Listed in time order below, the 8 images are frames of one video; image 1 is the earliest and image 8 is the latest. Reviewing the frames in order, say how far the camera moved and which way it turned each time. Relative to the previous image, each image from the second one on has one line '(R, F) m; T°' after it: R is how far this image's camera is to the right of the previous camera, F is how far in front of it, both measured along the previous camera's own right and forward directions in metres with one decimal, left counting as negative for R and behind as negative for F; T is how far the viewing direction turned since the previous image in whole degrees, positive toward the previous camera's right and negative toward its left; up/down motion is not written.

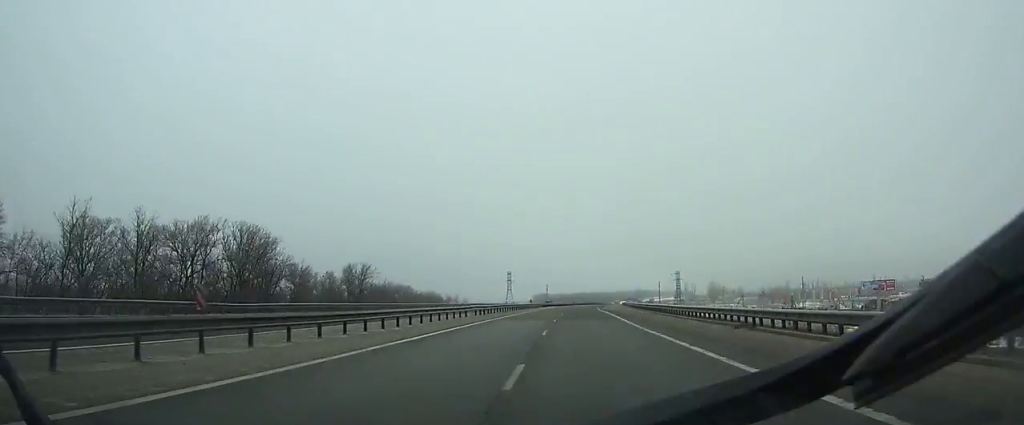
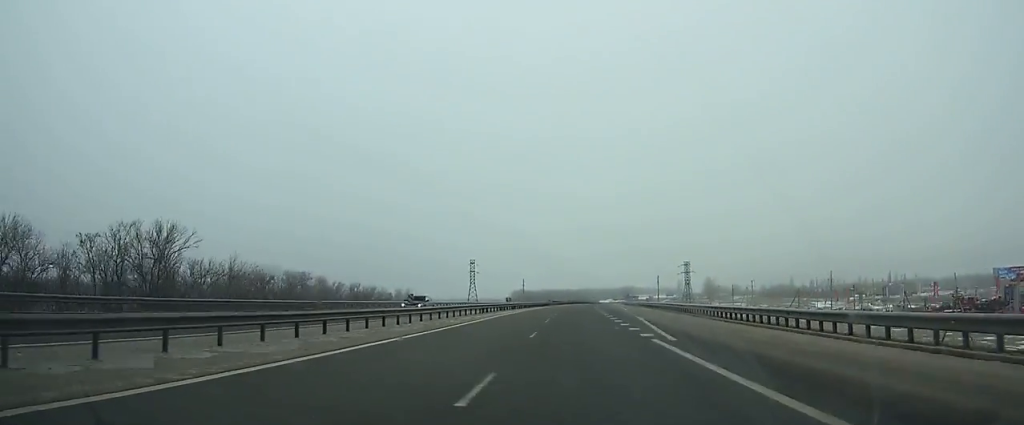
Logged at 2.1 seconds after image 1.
(+0.8, +60.7) m; +2°
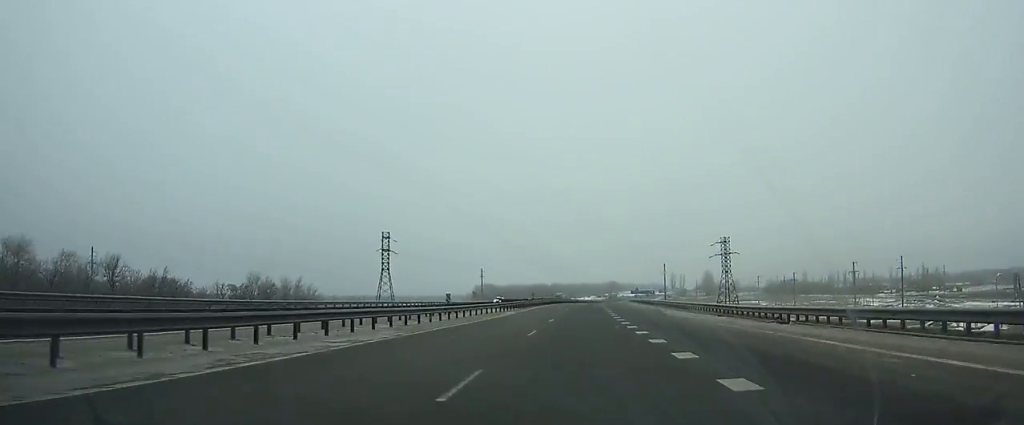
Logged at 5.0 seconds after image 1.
(+1.6, +83.7) m; +2°
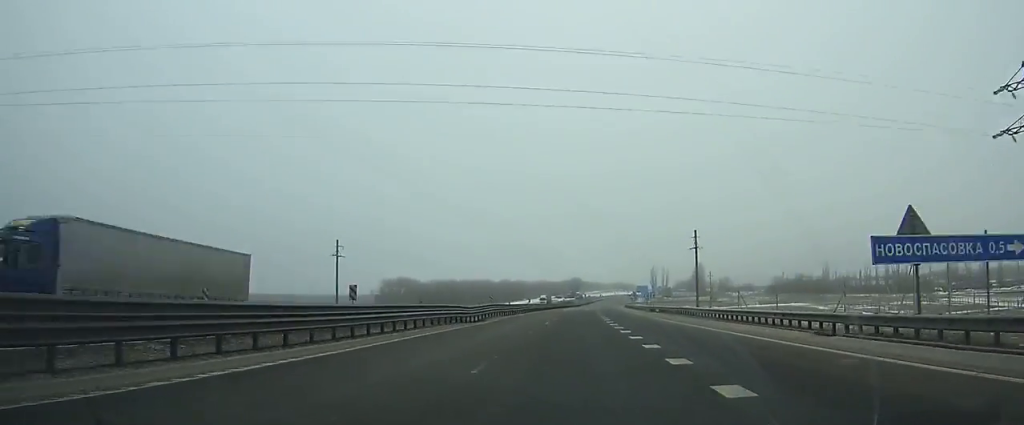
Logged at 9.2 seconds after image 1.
(+3.7, +119.3) m; +4°
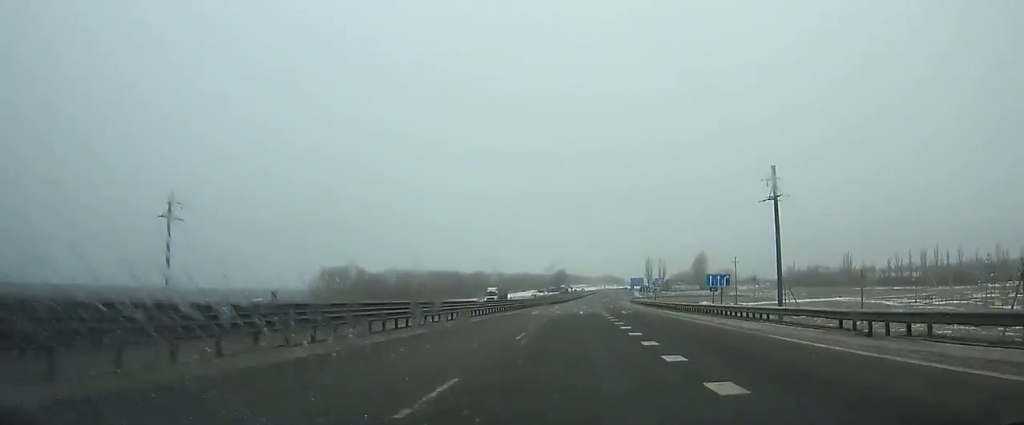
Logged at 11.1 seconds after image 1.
(+0.9, +52.6) m; +2°
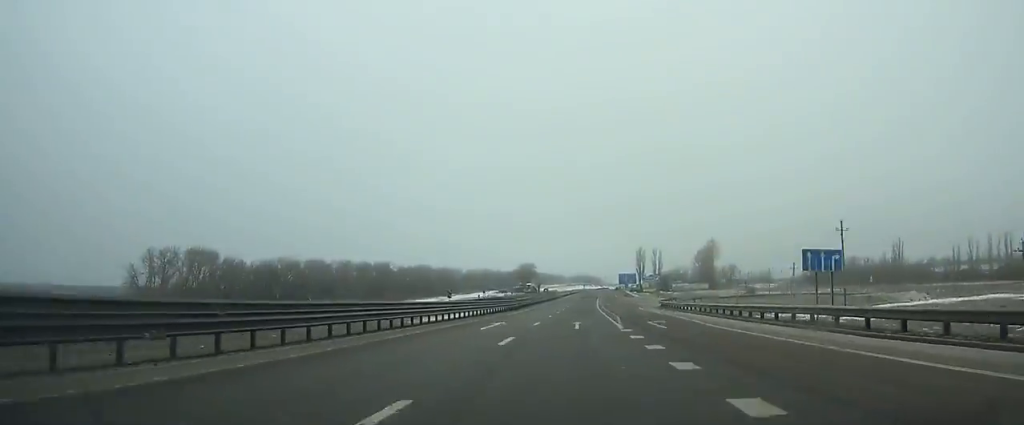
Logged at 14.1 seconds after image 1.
(+1.9, +81.3) m; +3°
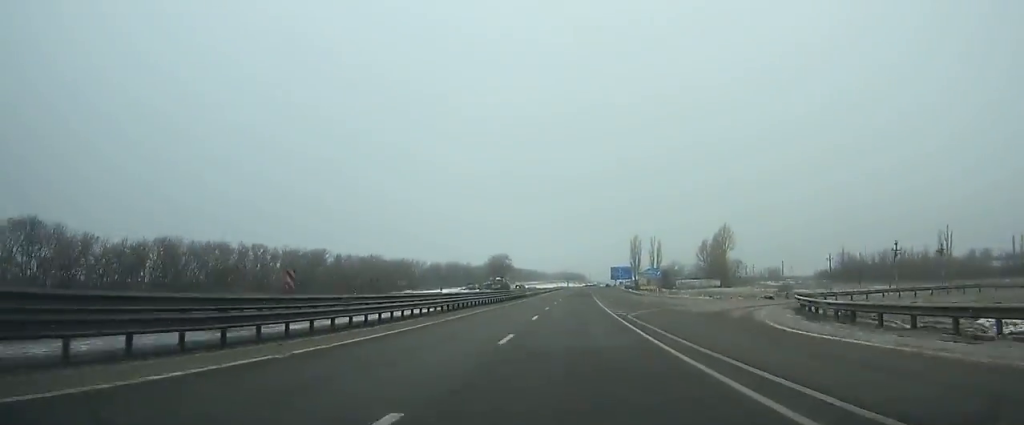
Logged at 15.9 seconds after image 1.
(+0.5, +47.7) m; +1°
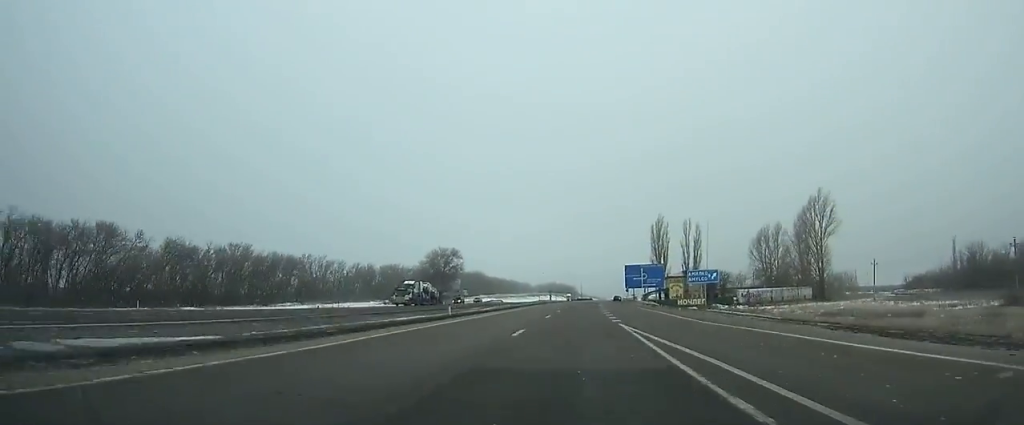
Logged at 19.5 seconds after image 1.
(+1.8, +90.3) m; +2°
